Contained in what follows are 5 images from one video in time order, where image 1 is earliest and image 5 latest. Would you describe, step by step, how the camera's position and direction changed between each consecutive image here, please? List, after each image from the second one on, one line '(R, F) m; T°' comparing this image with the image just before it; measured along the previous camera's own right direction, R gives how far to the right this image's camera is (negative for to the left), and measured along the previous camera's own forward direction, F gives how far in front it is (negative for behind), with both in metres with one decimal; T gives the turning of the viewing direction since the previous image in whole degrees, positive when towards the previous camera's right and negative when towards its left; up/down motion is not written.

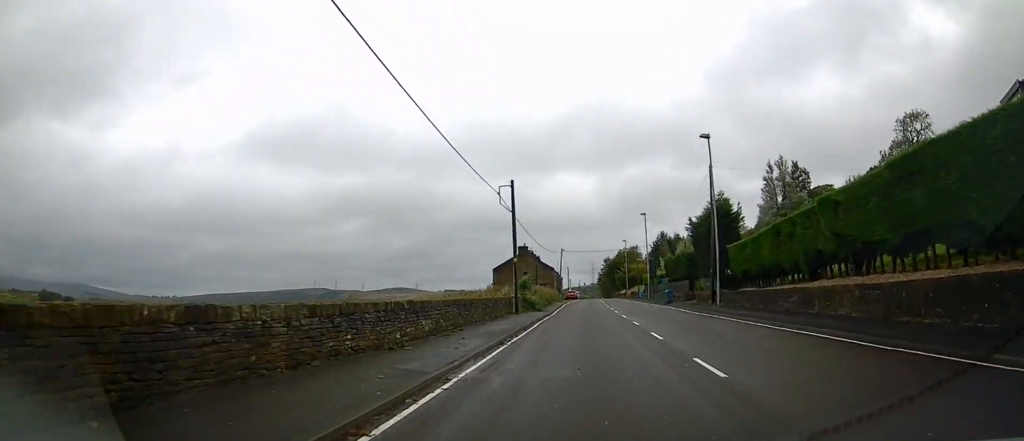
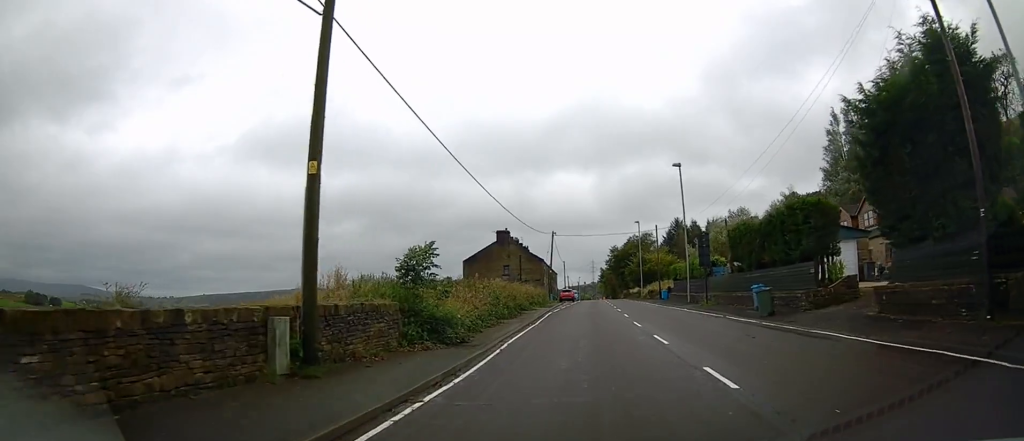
(+0.3, +25.2) m; 0°
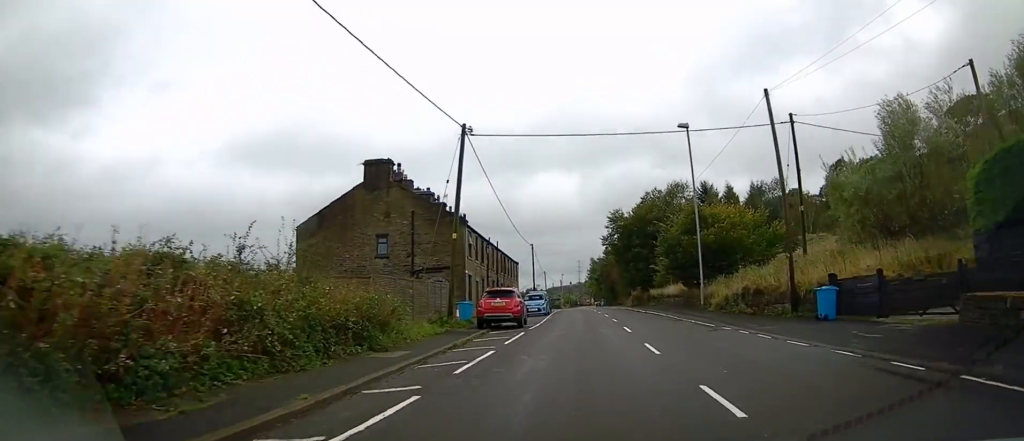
(0.0, +44.1) m; +1°
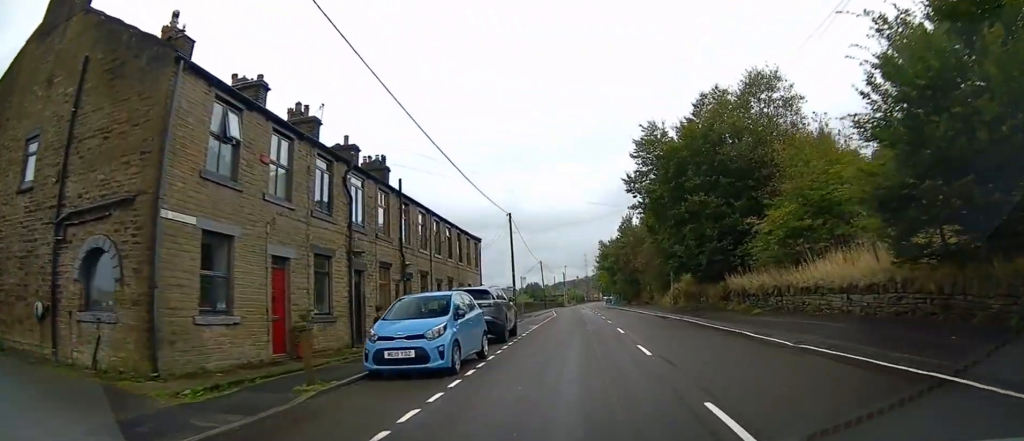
(+0.3, +26.0) m; +1°
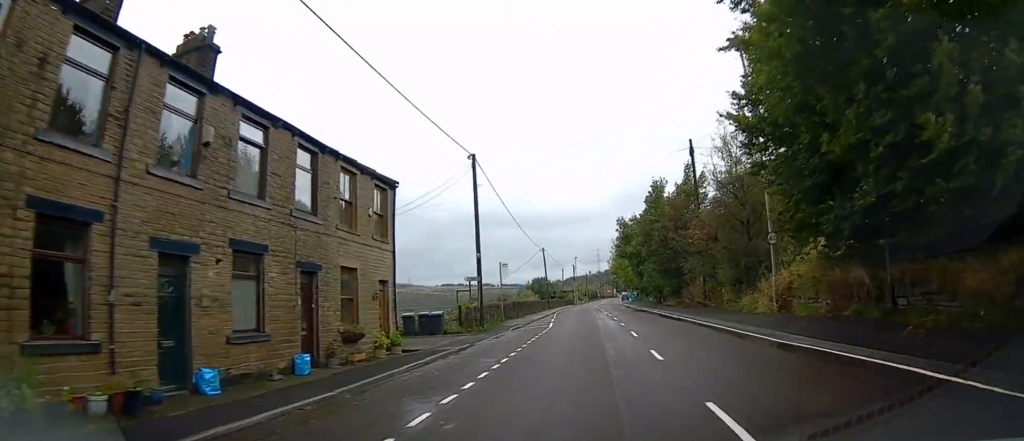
(-0.2, +18.7) m; -2°
